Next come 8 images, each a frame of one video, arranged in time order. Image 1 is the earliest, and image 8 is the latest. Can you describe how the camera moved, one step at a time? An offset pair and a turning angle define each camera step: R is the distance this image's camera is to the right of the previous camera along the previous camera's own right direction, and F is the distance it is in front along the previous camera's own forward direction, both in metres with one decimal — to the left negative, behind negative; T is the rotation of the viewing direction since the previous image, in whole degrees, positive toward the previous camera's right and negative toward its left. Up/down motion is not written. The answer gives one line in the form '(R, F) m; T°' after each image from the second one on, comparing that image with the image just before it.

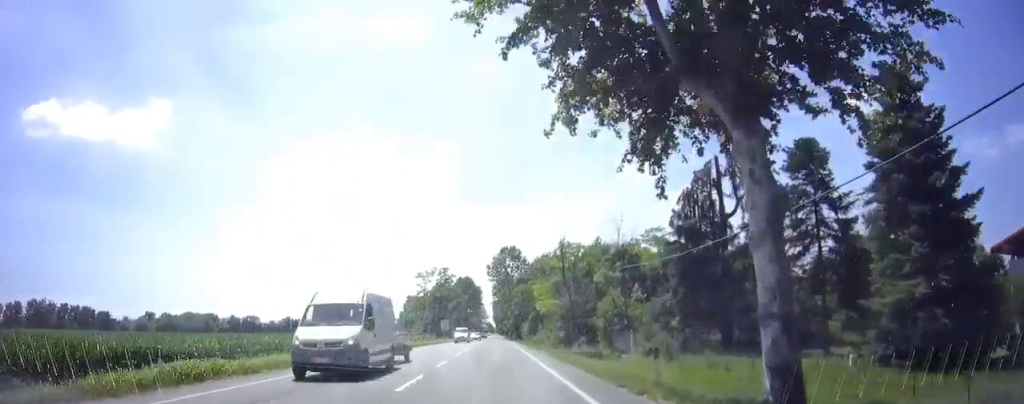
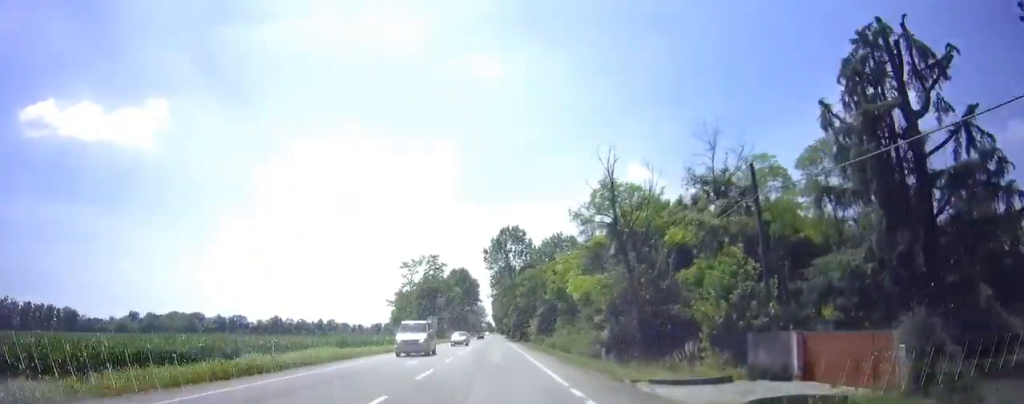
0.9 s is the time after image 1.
(0.0, +17.9) m; 0°
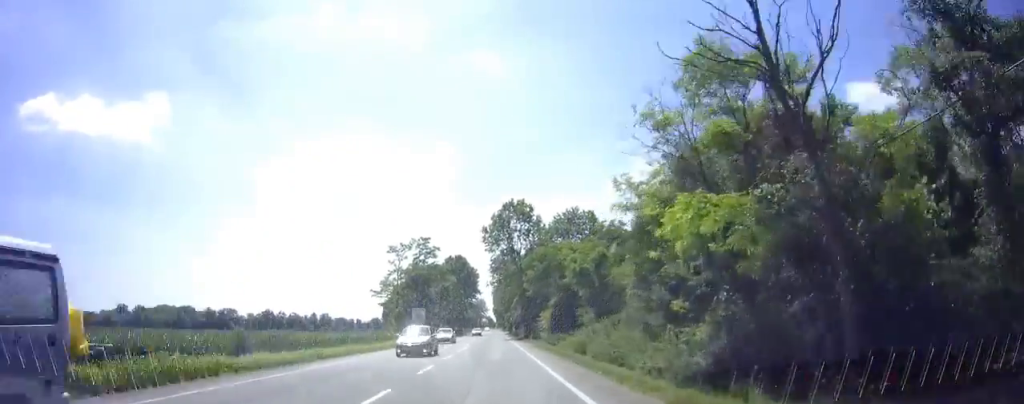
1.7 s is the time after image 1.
(0.0, +14.1) m; 0°
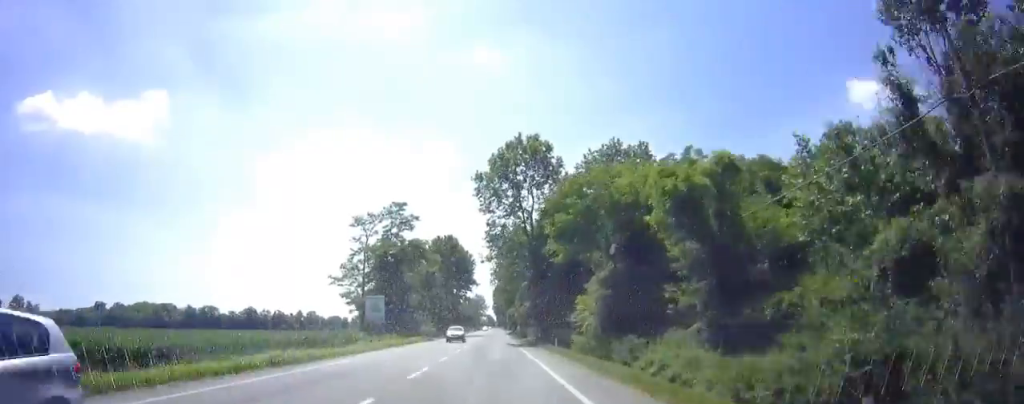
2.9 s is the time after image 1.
(0.0, +23.7) m; -1°
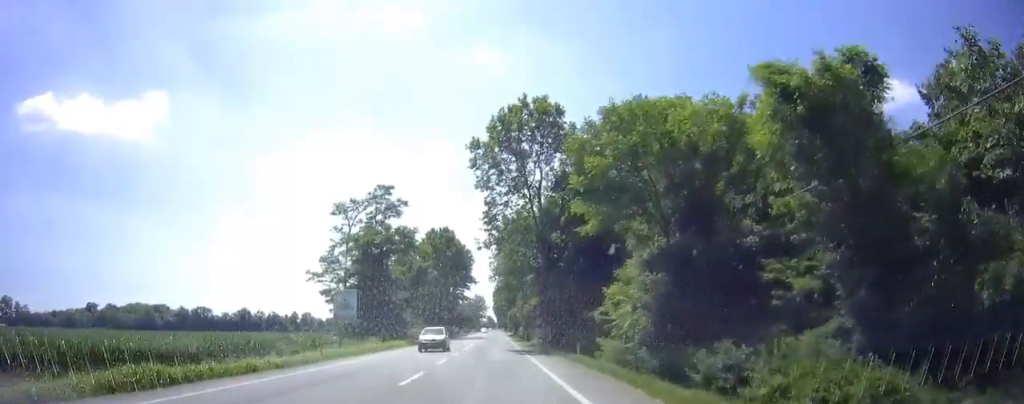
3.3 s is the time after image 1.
(-0.1, +8.3) m; 0°
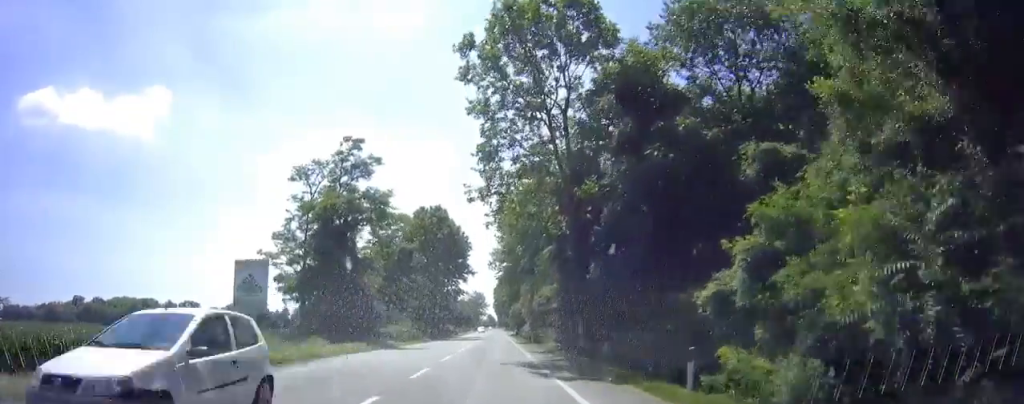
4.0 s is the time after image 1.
(-0.2, +13.4) m; 0°
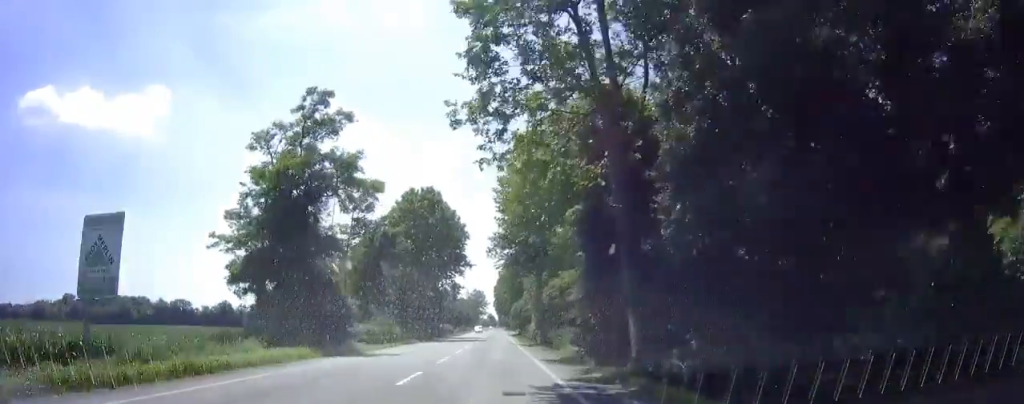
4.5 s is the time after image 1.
(+0.2, +8.9) m; +1°
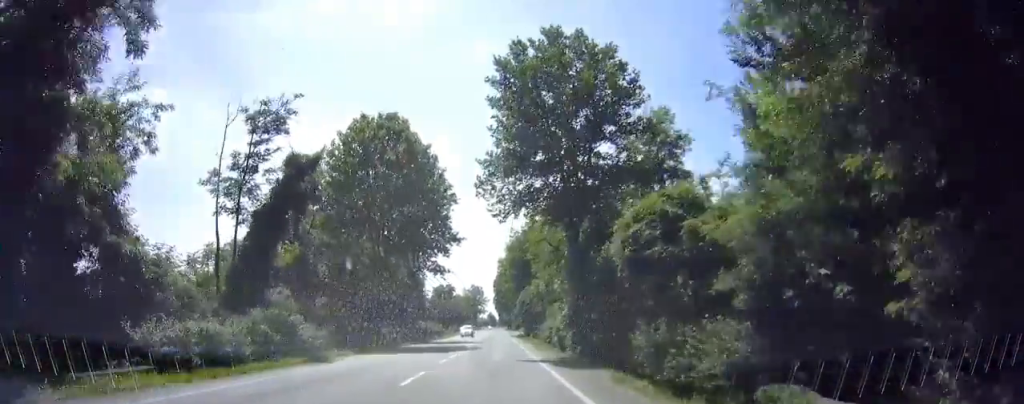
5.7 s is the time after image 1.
(+0.2, +22.1) m; +1°
